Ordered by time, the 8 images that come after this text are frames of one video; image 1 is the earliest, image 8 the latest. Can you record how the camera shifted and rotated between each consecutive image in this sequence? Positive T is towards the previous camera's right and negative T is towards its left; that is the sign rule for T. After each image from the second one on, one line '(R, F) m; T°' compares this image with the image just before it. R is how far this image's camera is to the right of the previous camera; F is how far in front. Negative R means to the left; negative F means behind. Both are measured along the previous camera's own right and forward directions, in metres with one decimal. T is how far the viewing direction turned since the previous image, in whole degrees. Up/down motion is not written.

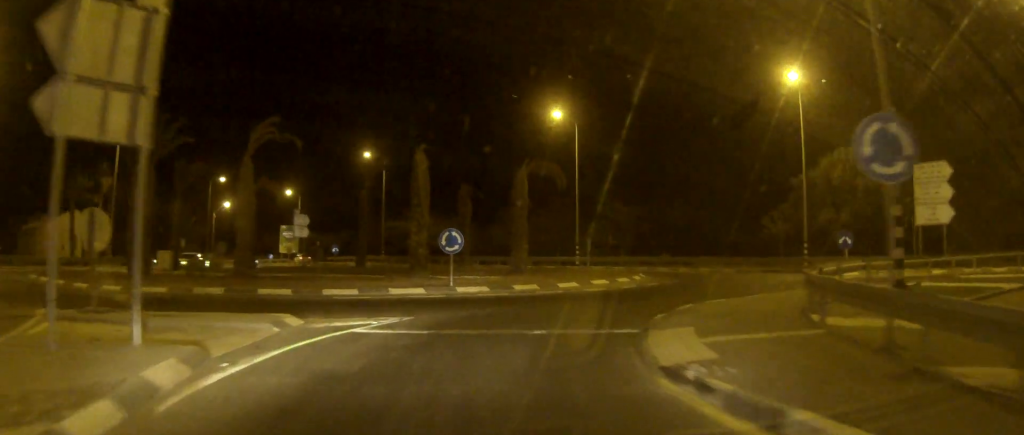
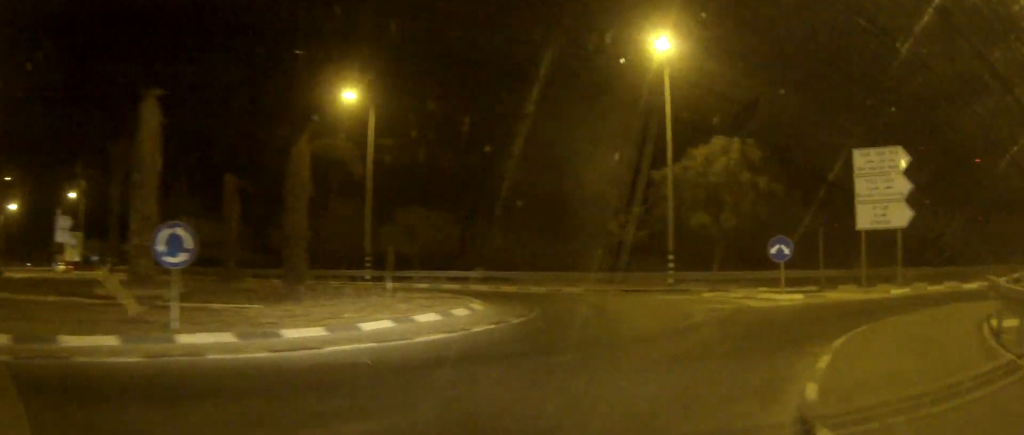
(+1.2, +11.4) m; +16°
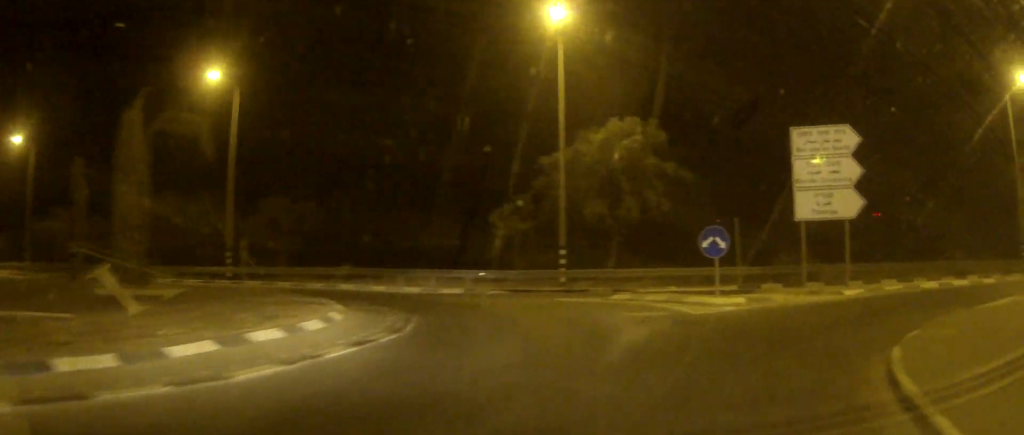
(+0.4, +4.1) m; +7°
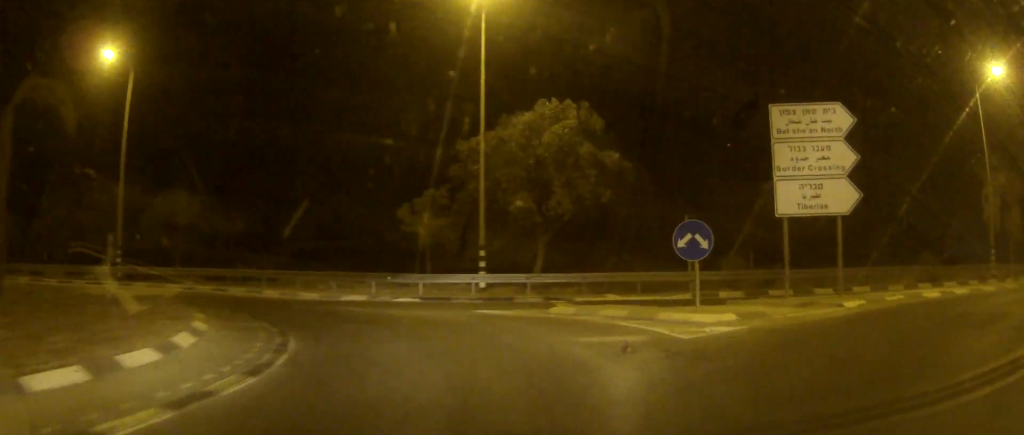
(+0.2, +4.3) m; +4°
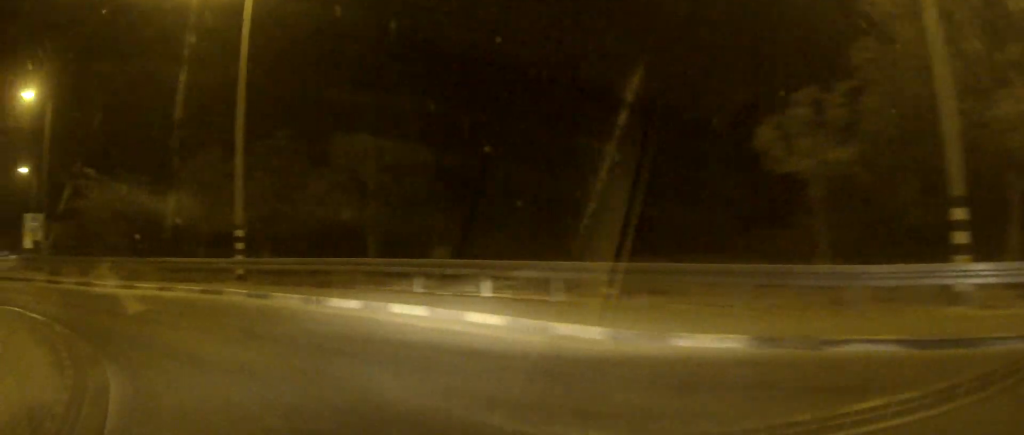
(-0.7, +15.8) m; -17°
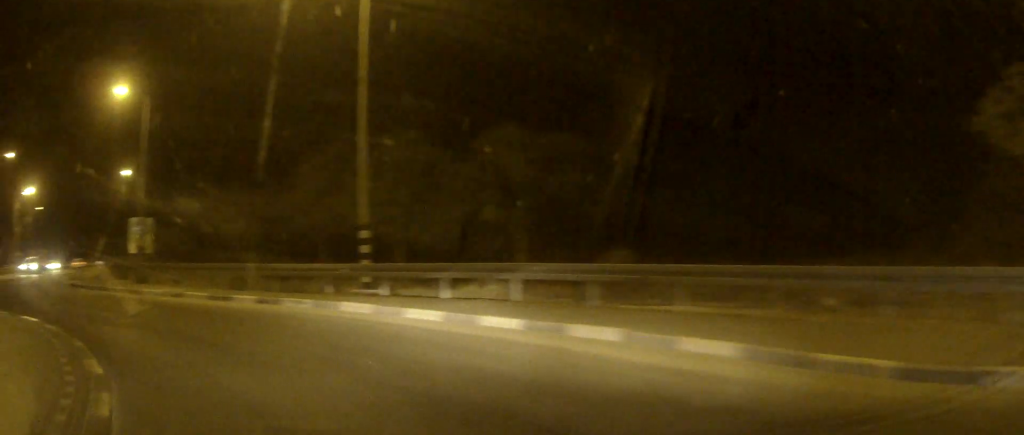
(-0.2, +3.3) m; -9°
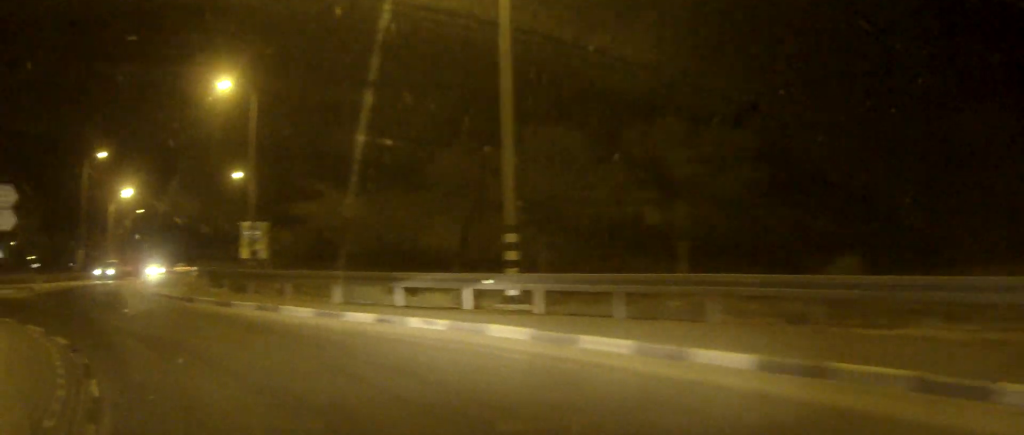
(-0.4, +3.2) m; -10°
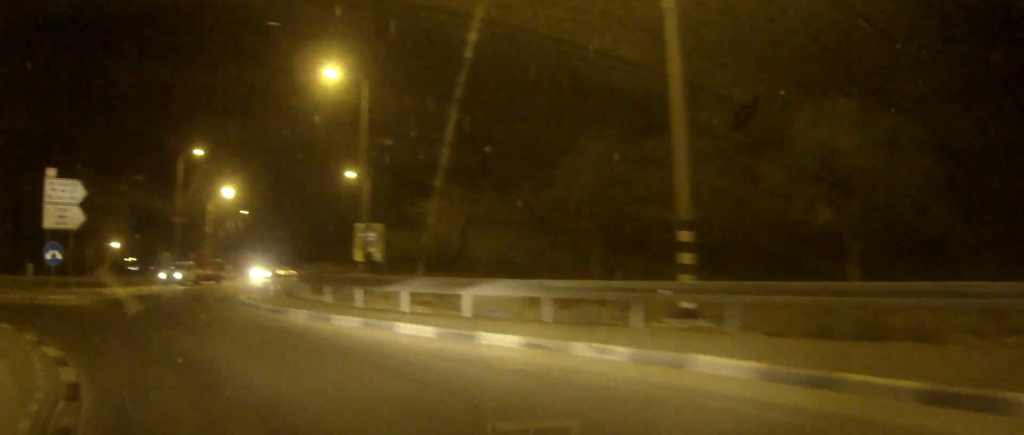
(-0.1, +3.2) m; -9°
